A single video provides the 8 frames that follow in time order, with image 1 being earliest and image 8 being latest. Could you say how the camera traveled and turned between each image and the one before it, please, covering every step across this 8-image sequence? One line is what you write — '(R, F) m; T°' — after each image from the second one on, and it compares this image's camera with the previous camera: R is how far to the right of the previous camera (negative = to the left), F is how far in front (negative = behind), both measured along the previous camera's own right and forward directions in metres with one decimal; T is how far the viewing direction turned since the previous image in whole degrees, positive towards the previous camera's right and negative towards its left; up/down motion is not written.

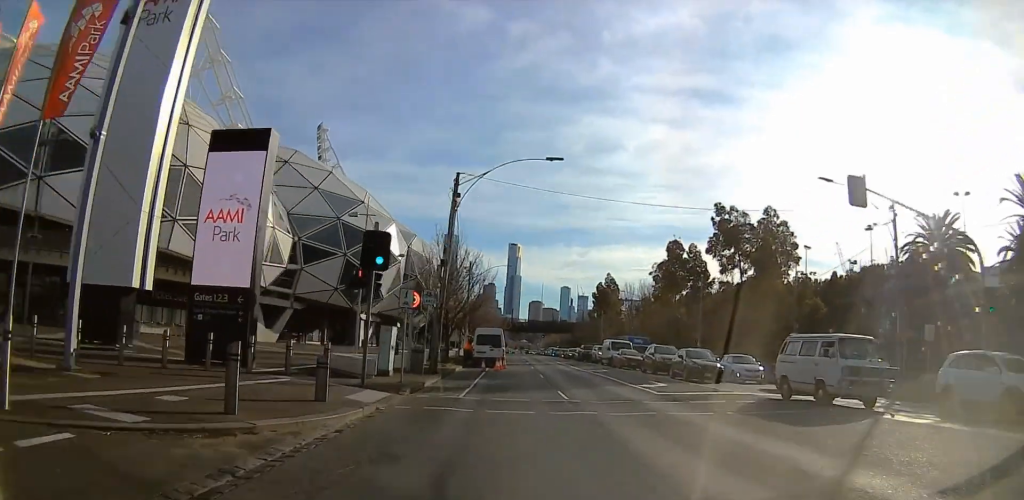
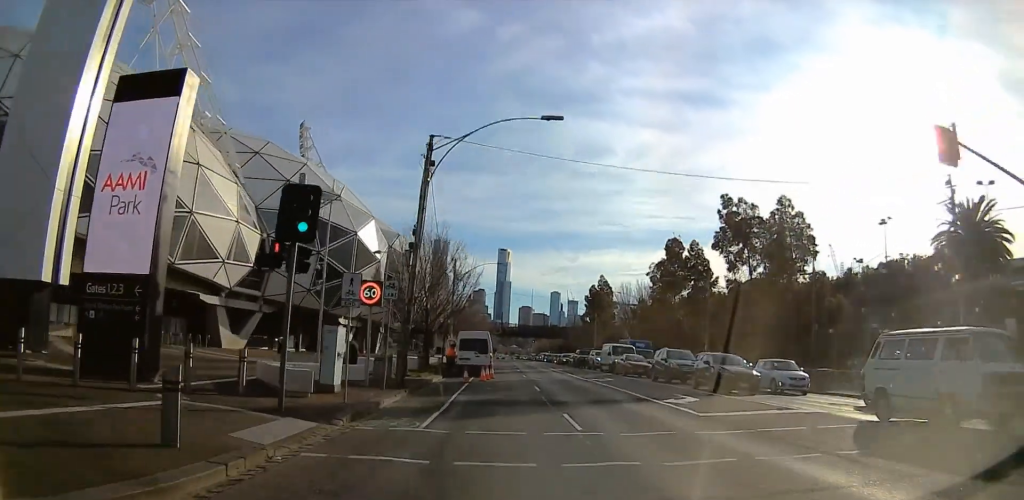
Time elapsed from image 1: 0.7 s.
(-0.7, +5.2) m; -2°
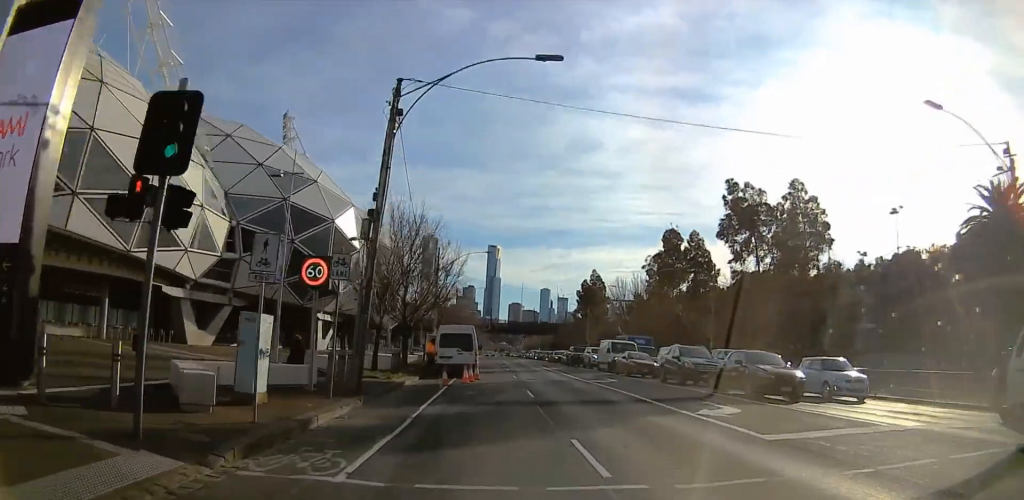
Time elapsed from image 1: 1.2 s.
(+0.6, +4.4) m; -1°
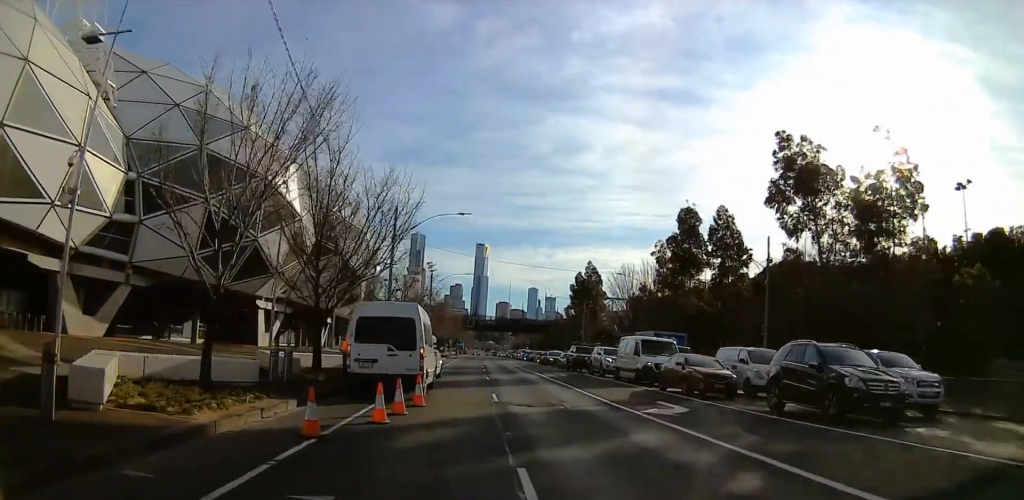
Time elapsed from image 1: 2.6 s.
(-1.0, +13.4) m; -1°
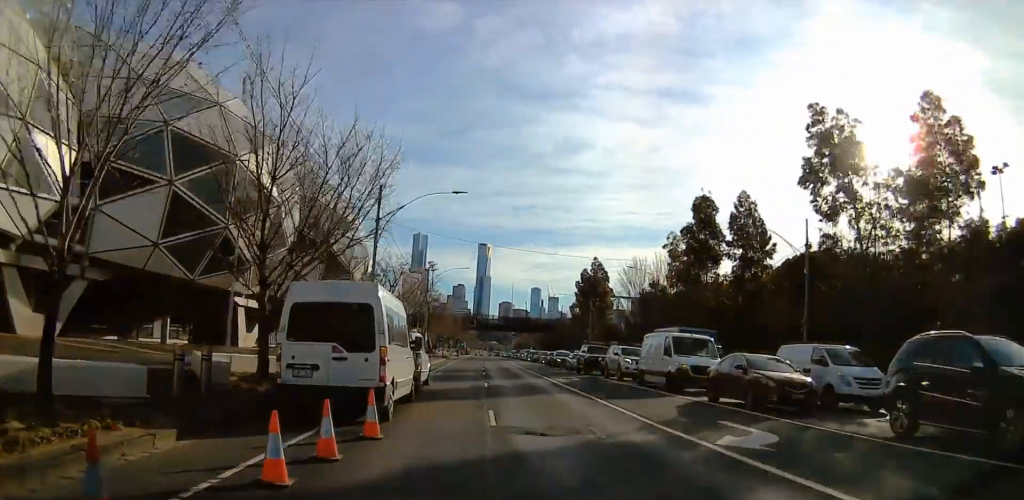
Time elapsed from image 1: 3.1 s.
(+0.7, +5.3) m; 0°
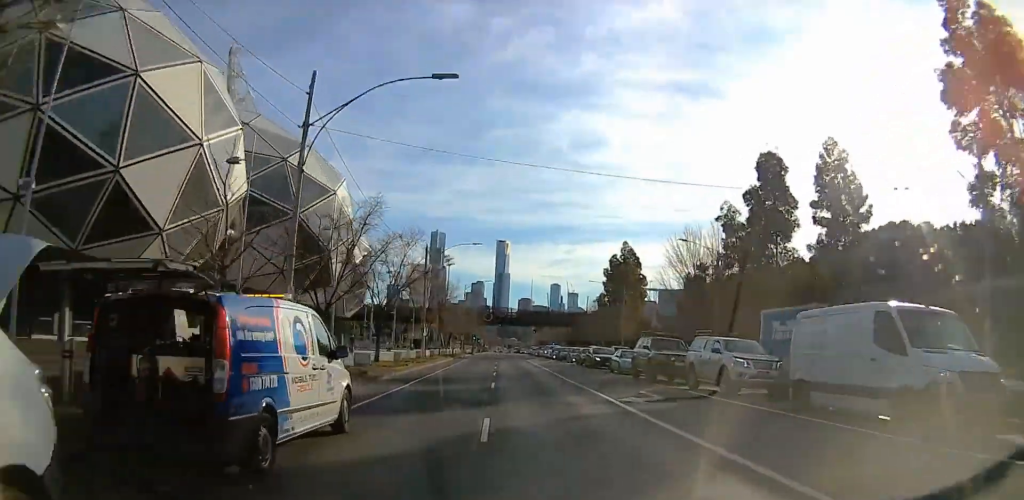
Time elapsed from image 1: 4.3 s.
(-0.5, +13.9) m; 0°
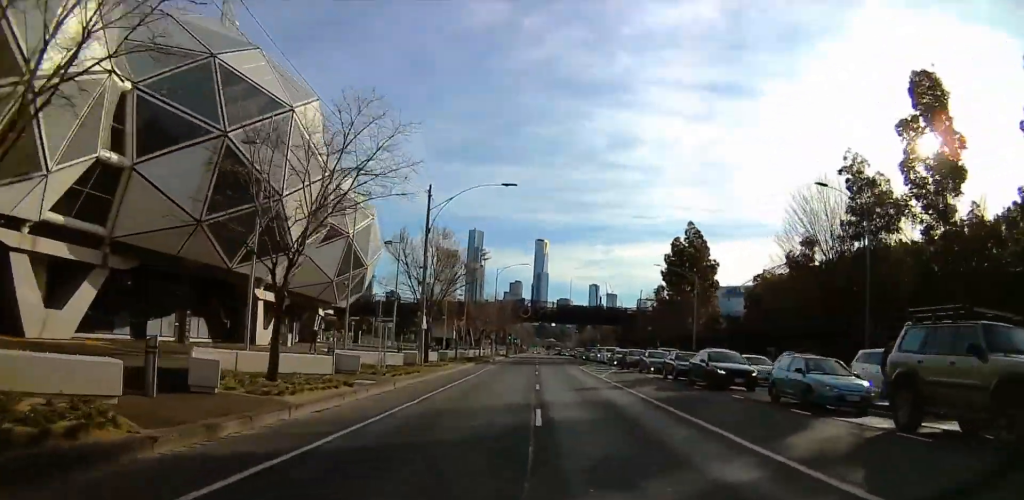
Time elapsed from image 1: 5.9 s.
(+0.5, +18.9) m; -1°
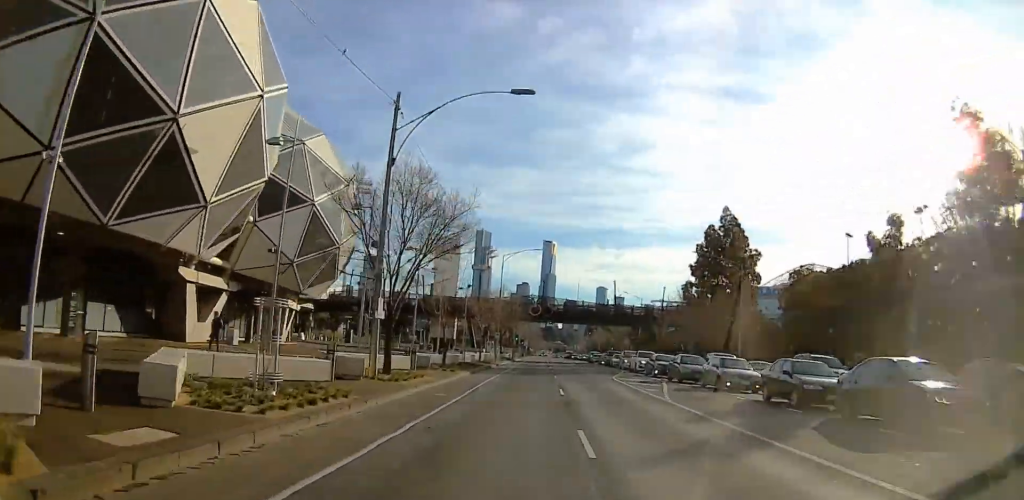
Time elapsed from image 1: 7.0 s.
(-0.4, +13.4) m; +2°
